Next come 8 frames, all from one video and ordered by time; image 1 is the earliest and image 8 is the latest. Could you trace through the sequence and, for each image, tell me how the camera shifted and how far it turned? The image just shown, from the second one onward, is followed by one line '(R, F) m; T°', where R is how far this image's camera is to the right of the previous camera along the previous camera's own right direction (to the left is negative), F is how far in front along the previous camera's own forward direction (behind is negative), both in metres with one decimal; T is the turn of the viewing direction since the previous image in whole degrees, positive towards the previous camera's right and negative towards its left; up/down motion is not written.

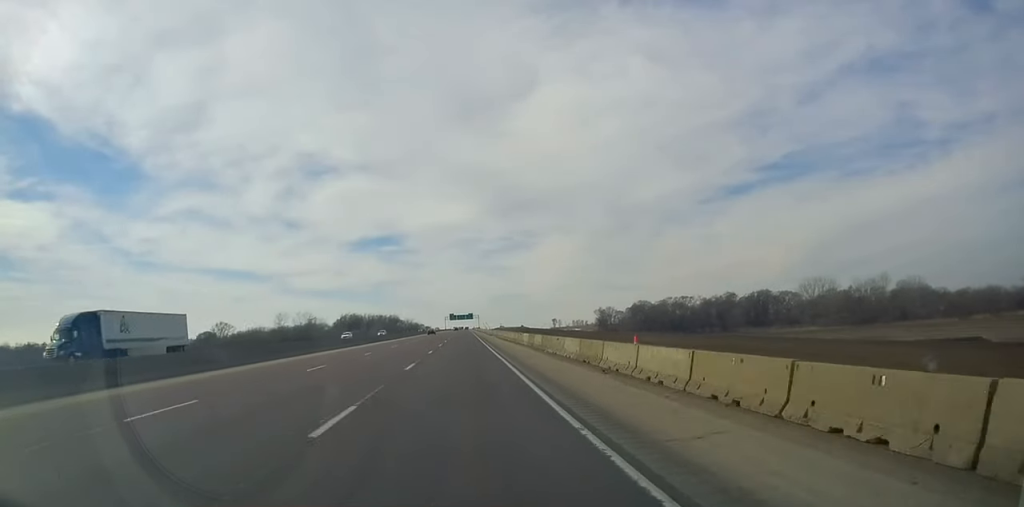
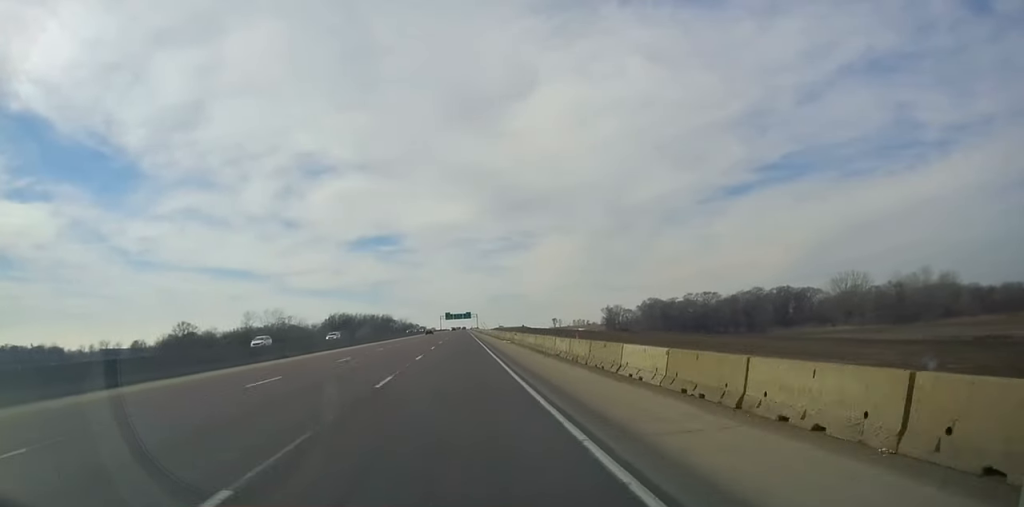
(+0.5, +30.1) m; 0°
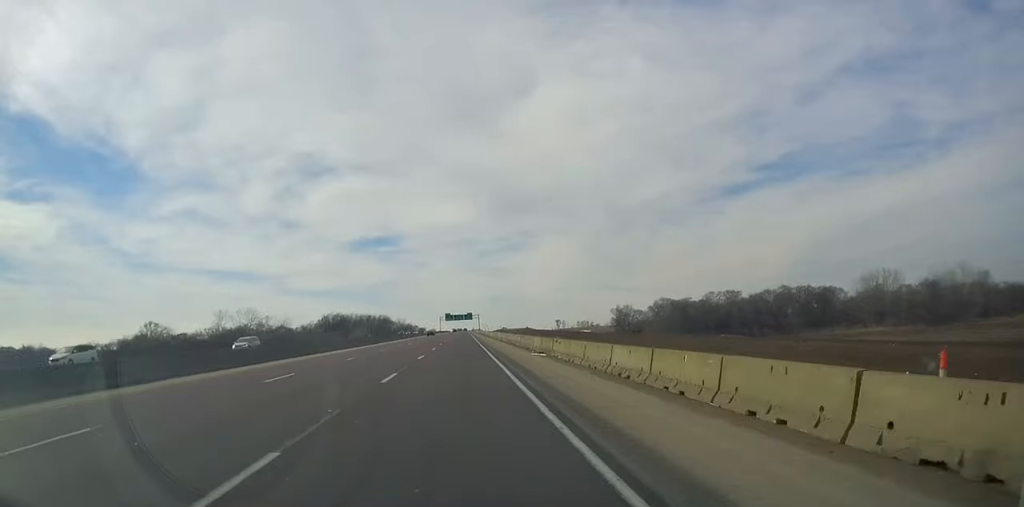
(-0.5, +22.9) m; +1°
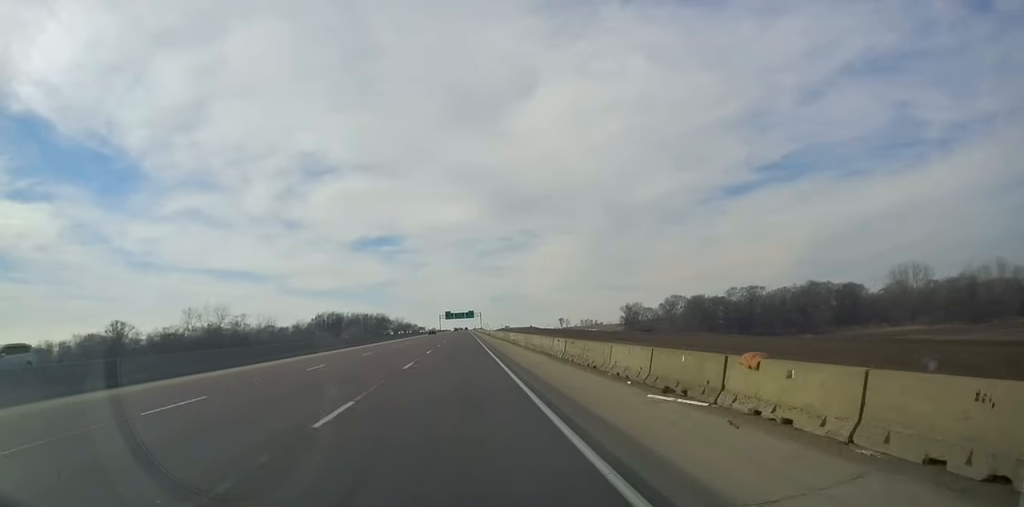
(+0.3, +19.2) m; +1°
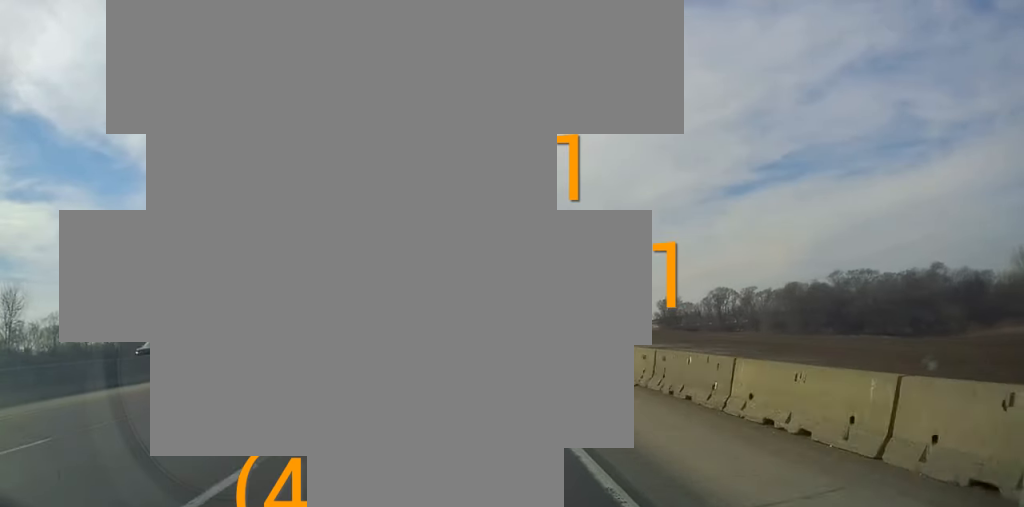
(-0.7, +67.4) m; -1°
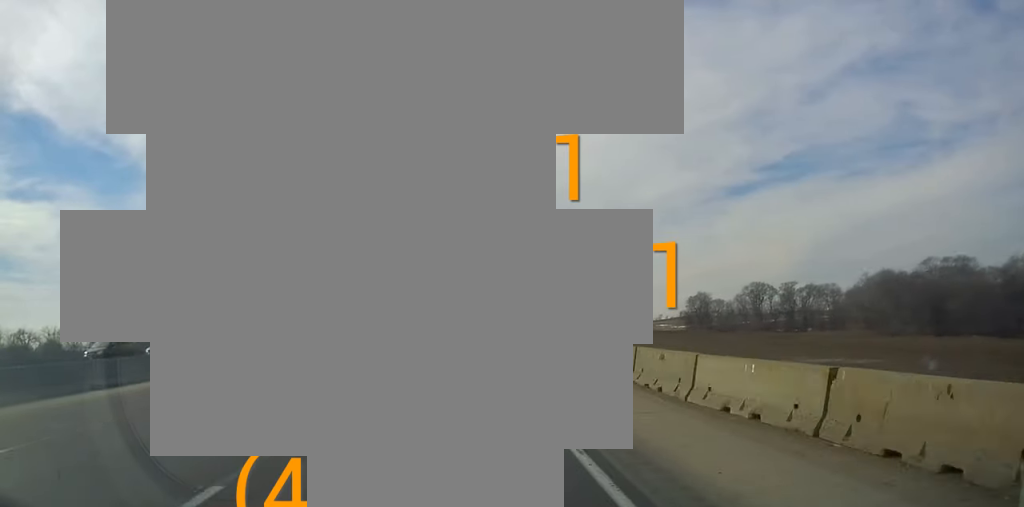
(+0.4, +37.4) m; +1°
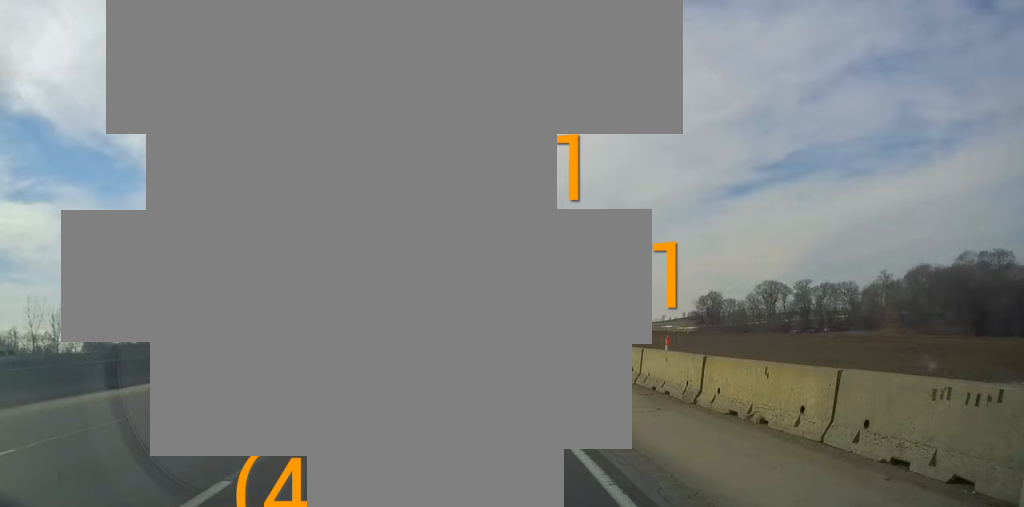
(0.0, +12.0) m; 0°
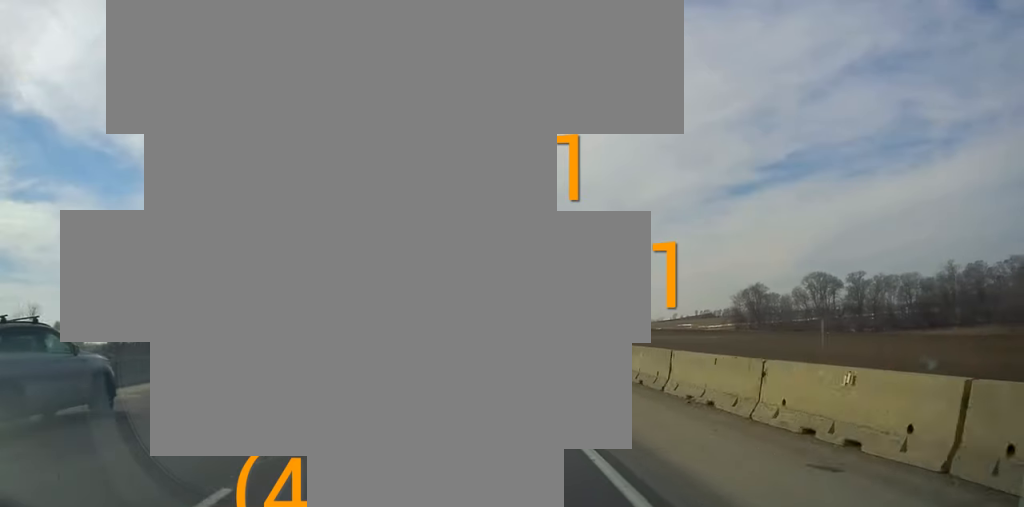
(-0.1, +37.2) m; -1°
